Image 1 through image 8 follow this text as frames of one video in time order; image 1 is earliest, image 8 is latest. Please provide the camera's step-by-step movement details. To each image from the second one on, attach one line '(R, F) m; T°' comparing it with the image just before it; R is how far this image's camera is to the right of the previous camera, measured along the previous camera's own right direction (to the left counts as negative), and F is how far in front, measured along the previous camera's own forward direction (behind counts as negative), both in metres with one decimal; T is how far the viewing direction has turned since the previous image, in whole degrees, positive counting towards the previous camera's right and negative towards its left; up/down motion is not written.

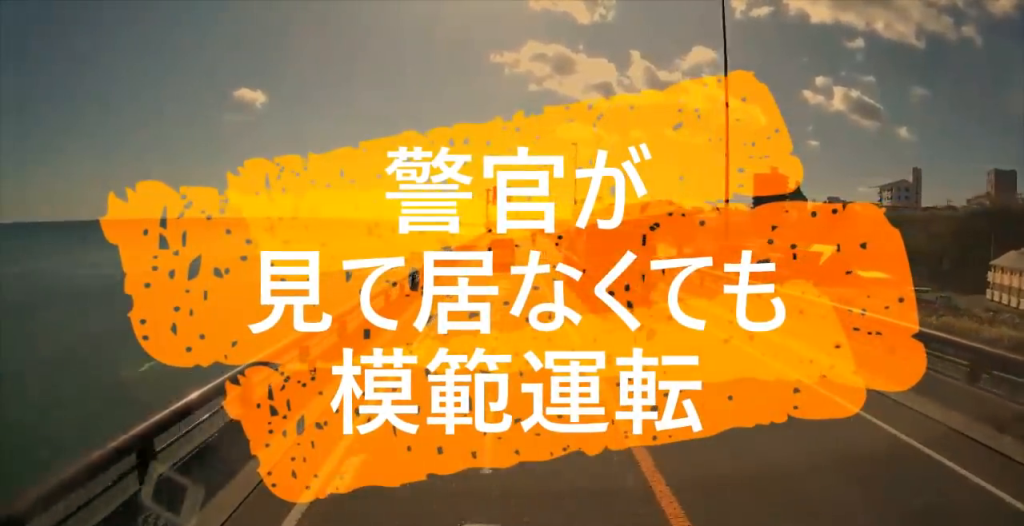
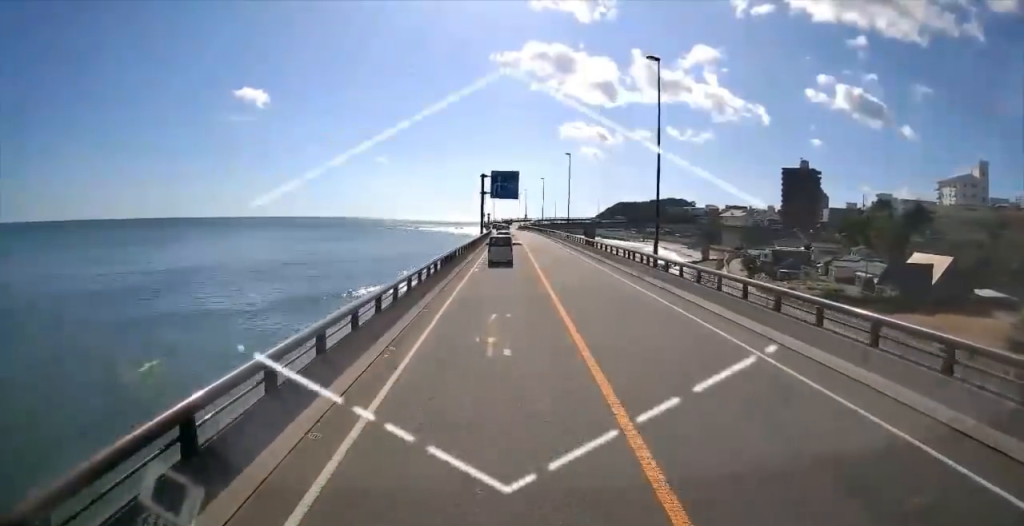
(+0.3, +31.5) m; 0°
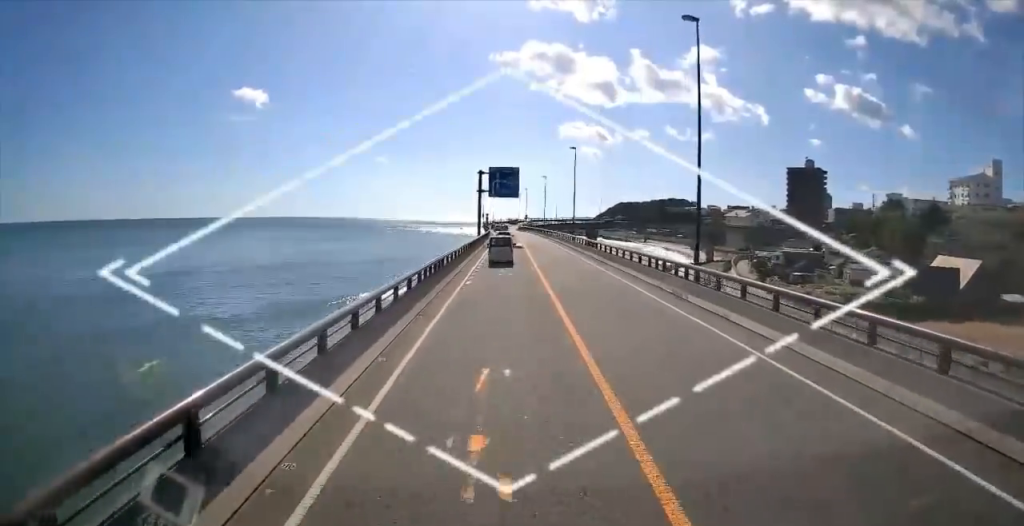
(0.0, +5.5) m; 0°
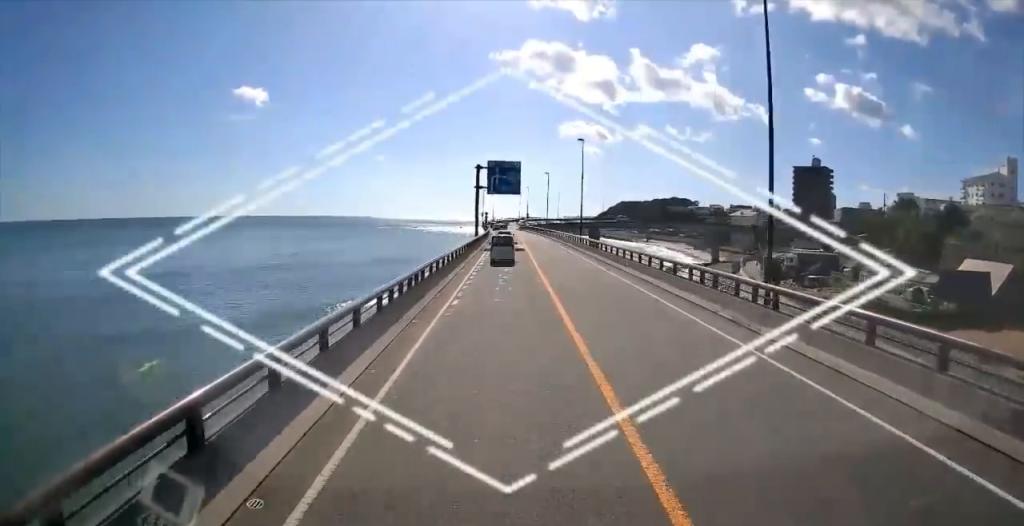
(-0.3, +6.0) m; 0°
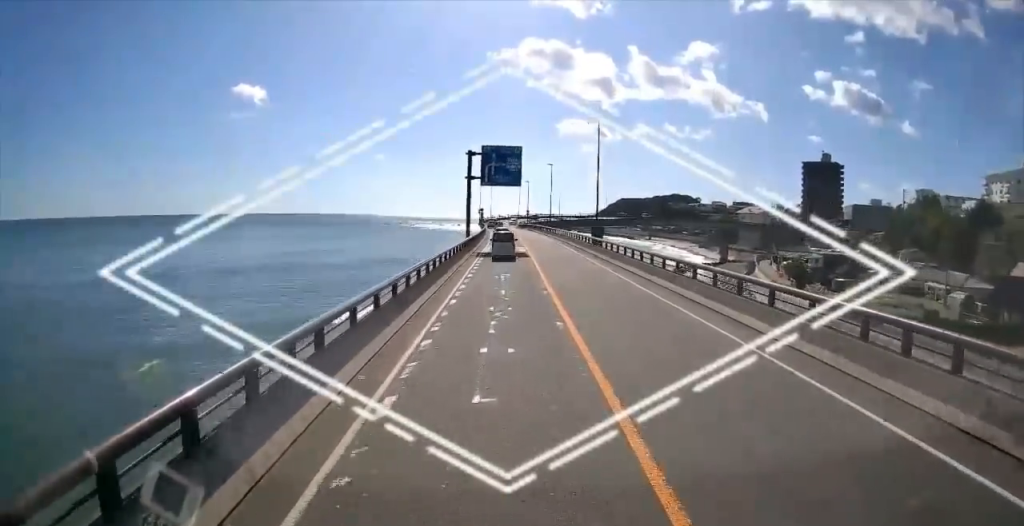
(+0.1, +10.7) m; 0°
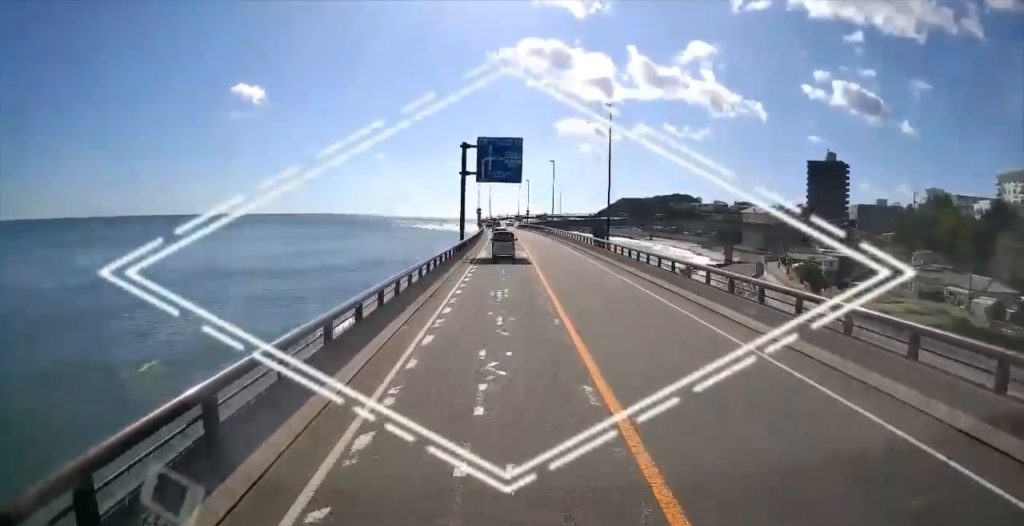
(+0.3, +5.6) m; 0°
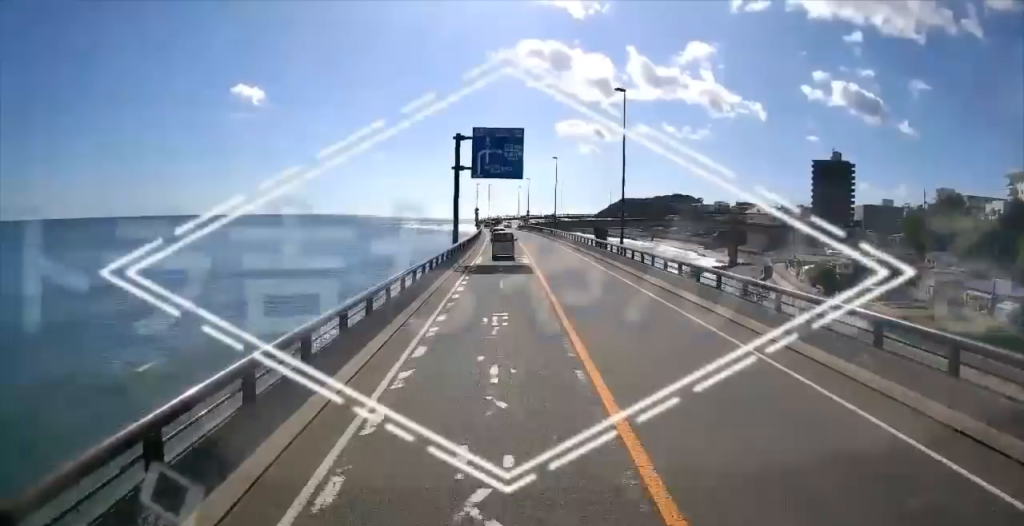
(-0.2, +5.1) m; 0°
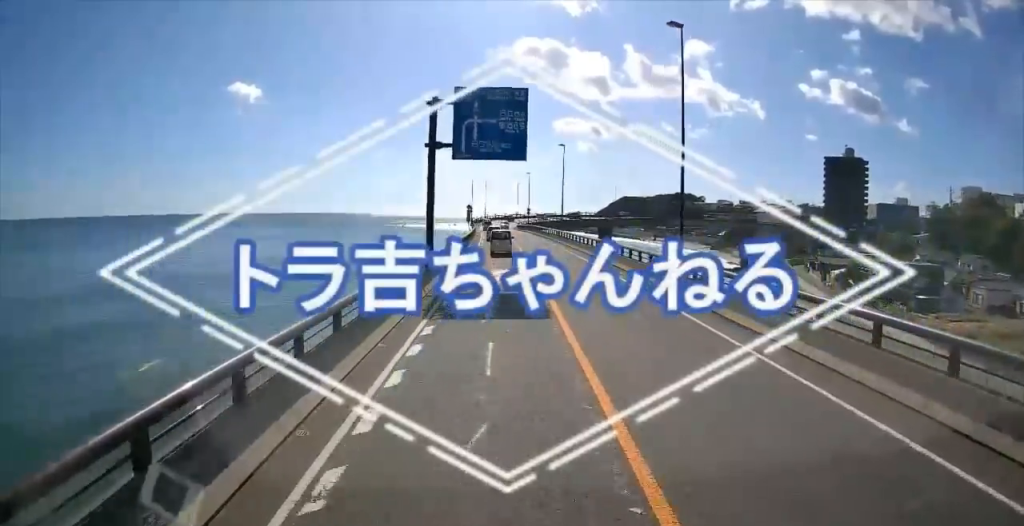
(-0.2, +12.2) m; +1°
